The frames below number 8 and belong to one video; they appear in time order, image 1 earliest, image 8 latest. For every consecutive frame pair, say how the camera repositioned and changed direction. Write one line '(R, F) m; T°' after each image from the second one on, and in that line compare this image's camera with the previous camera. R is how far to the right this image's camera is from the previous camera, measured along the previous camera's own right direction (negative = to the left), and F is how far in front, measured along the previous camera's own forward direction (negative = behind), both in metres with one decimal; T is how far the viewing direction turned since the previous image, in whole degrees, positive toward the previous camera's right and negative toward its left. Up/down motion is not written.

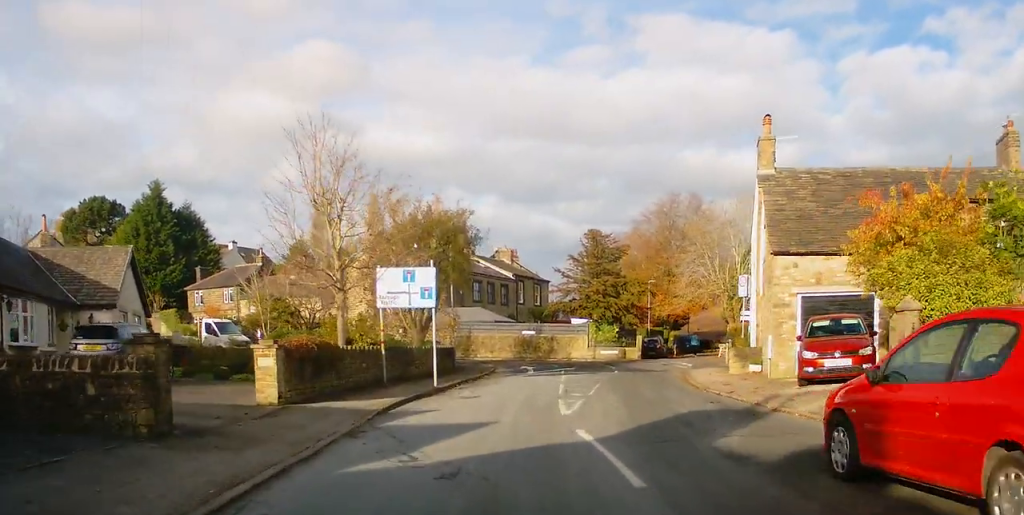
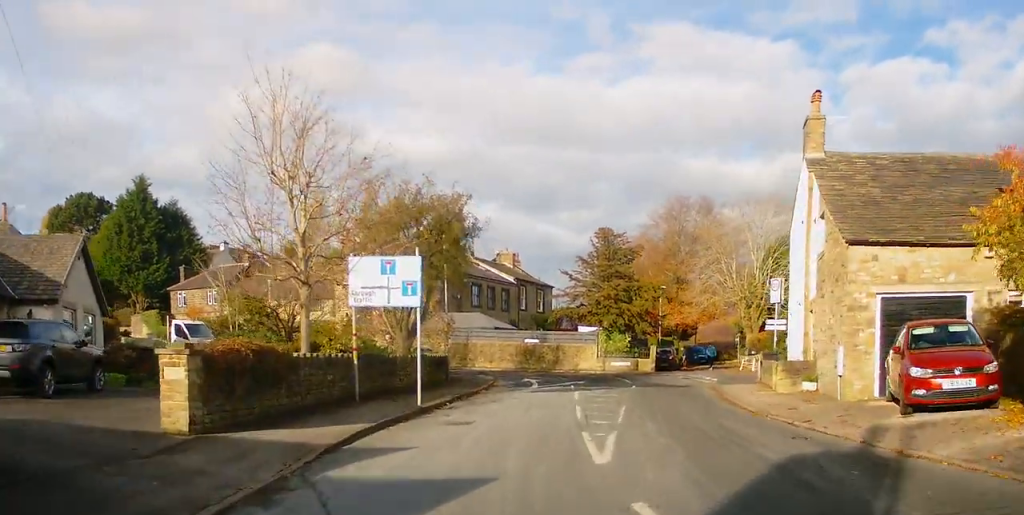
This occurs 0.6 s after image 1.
(-0.1, +4.5) m; -2°
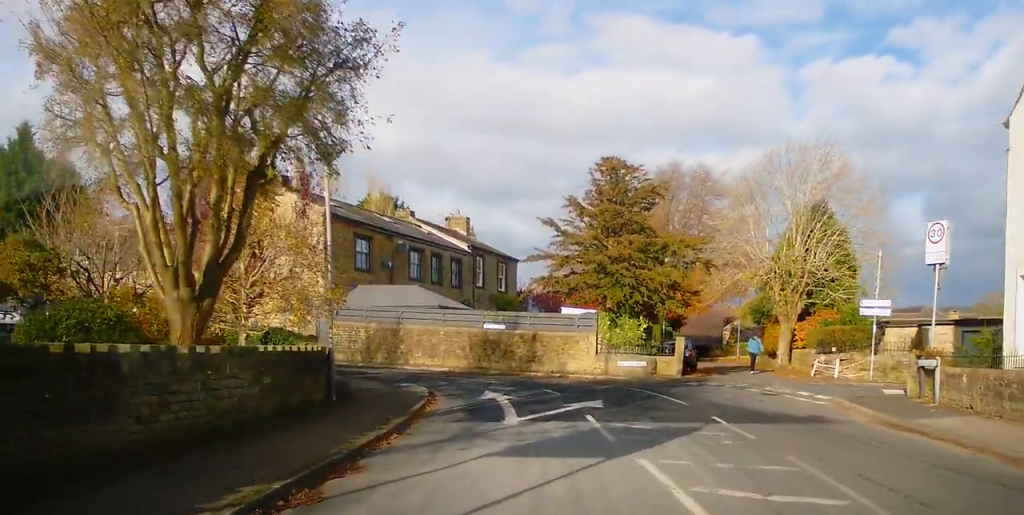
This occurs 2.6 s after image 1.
(+0.4, +15.0) m; +4°
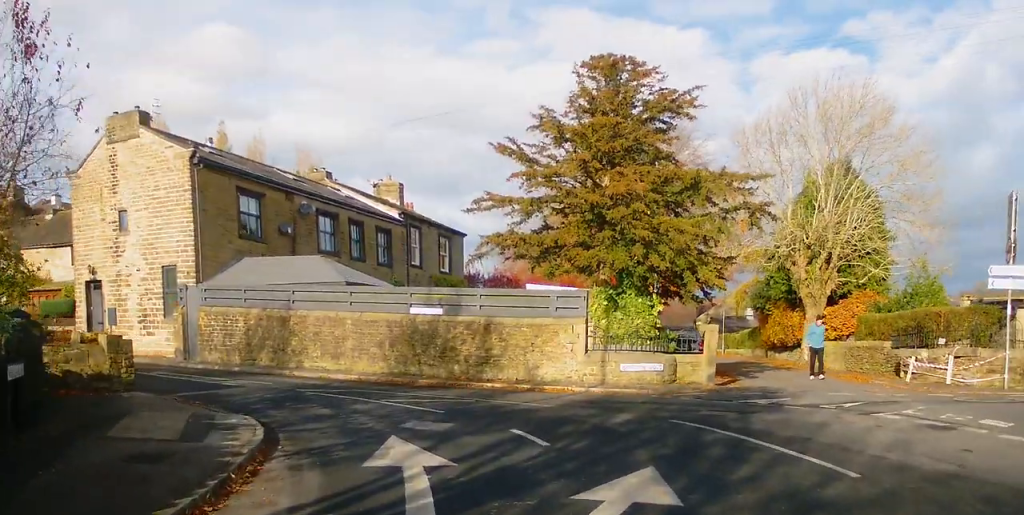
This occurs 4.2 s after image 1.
(-0.1, +10.9) m; +3°
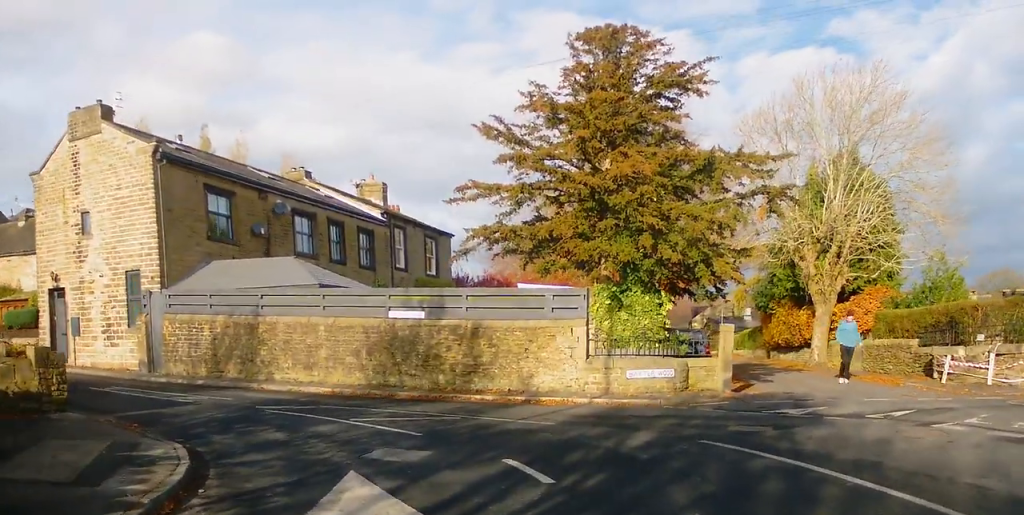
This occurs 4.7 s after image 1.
(0.0, +2.6) m; +4°
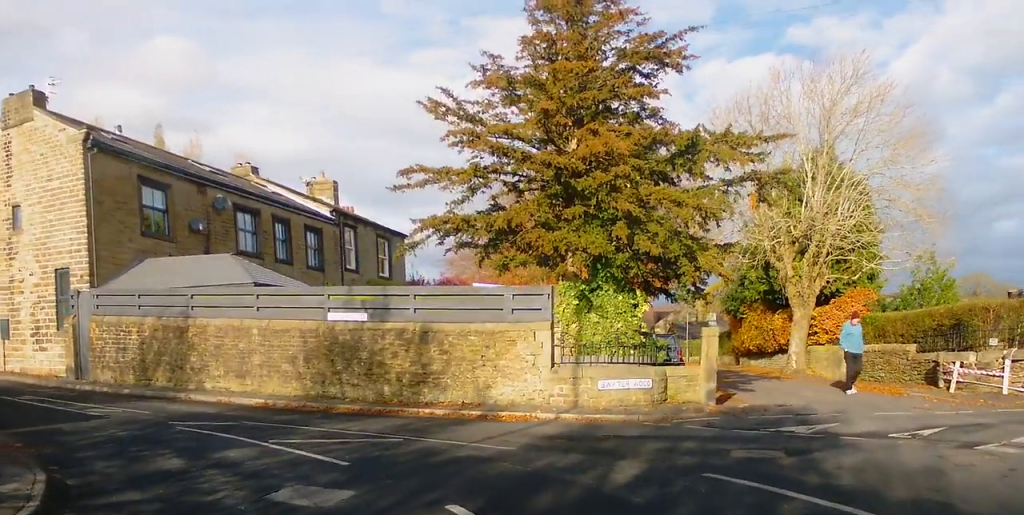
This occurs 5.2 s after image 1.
(+0.3, +2.3) m; +5°
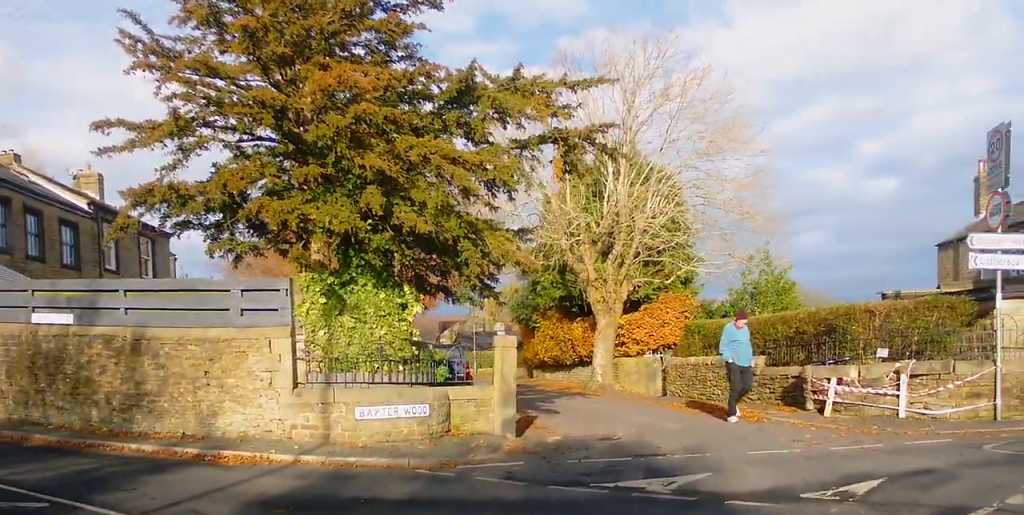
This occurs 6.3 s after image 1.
(+0.3, +4.1) m; +17°
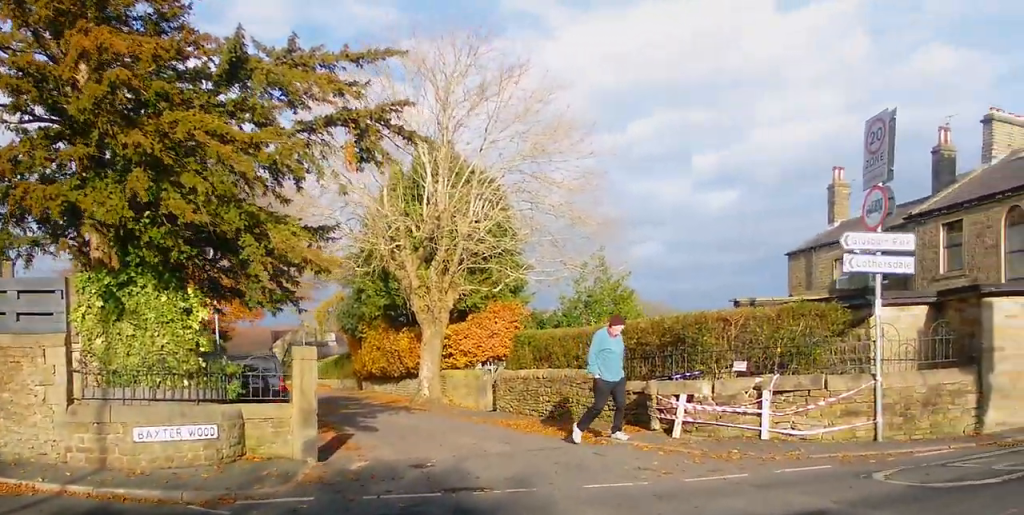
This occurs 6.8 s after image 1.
(+0.1, +1.5) m; +14°
